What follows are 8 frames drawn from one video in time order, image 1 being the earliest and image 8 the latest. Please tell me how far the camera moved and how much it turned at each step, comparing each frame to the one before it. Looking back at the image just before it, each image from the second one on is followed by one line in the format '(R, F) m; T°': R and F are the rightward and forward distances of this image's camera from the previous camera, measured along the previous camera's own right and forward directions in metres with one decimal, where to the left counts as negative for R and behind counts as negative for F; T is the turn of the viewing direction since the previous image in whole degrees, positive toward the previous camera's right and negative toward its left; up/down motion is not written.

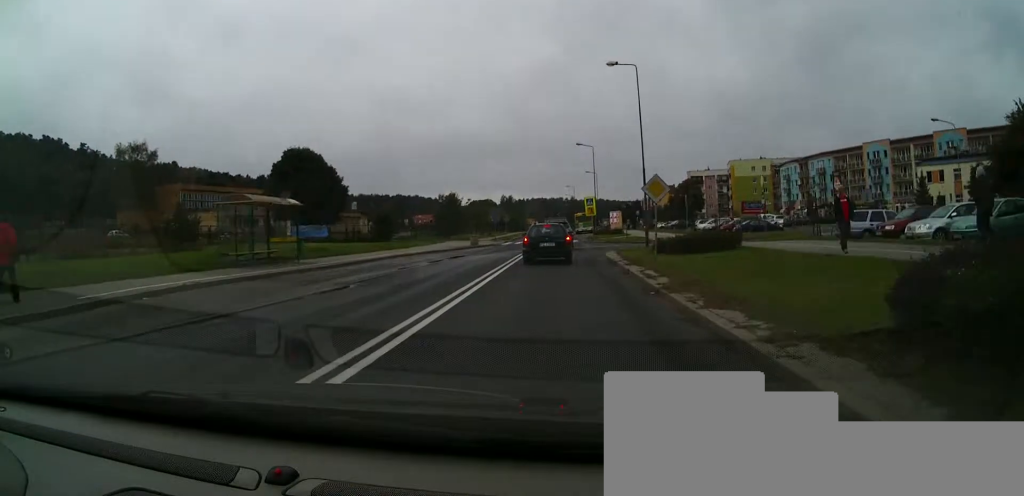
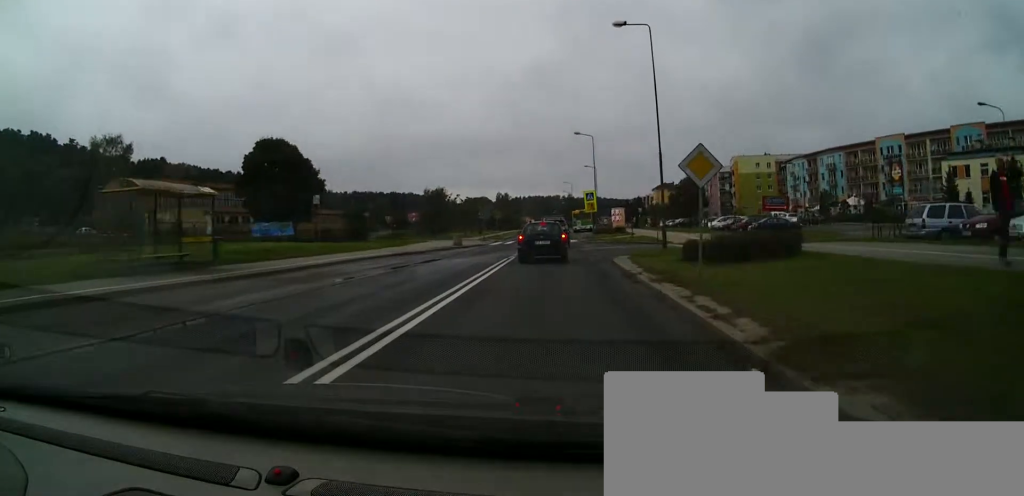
(+0.7, +6.2) m; +2°
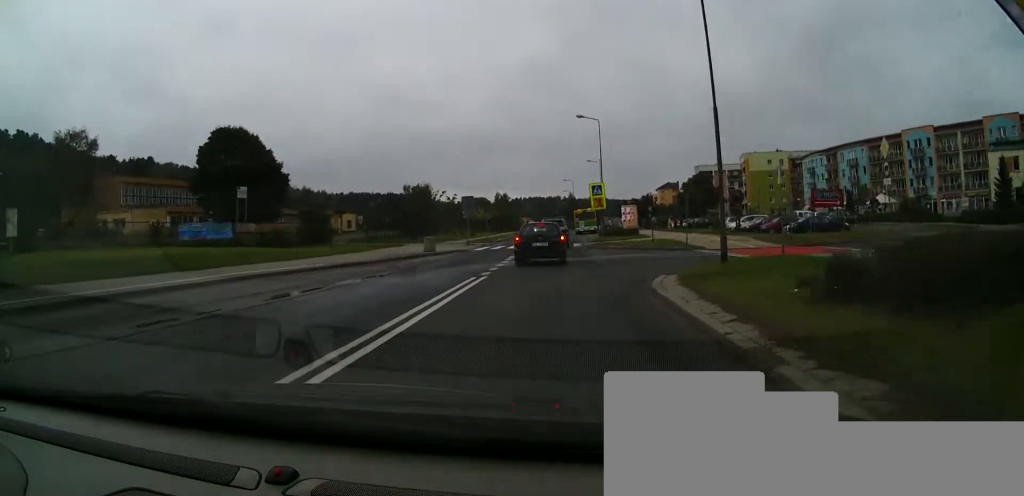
(0.0, +9.7) m; -1°
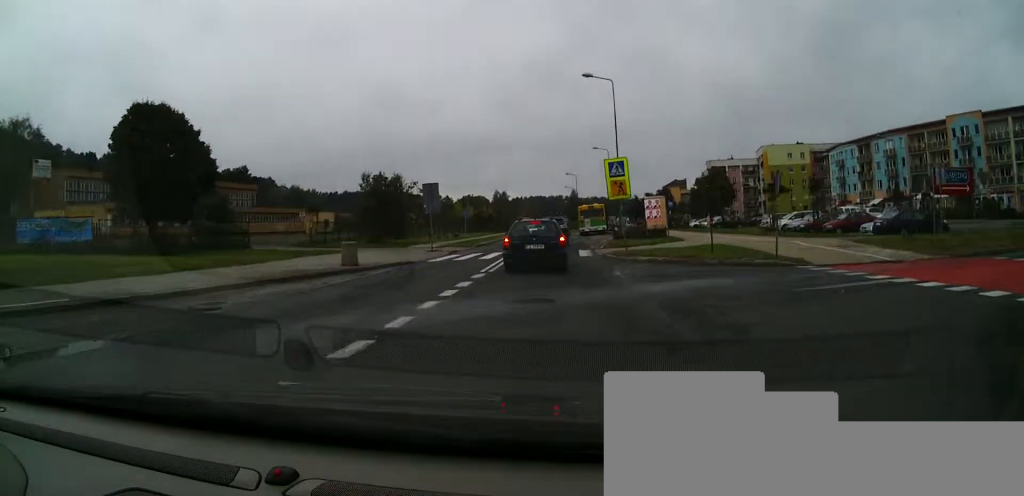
(-0.2, +13.1) m; +2°
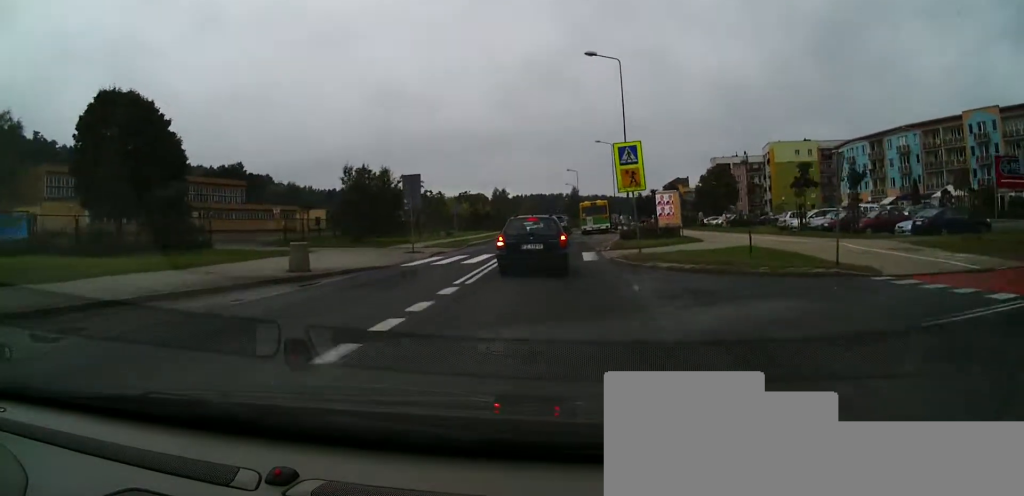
(+0.1, +4.1) m; 0°
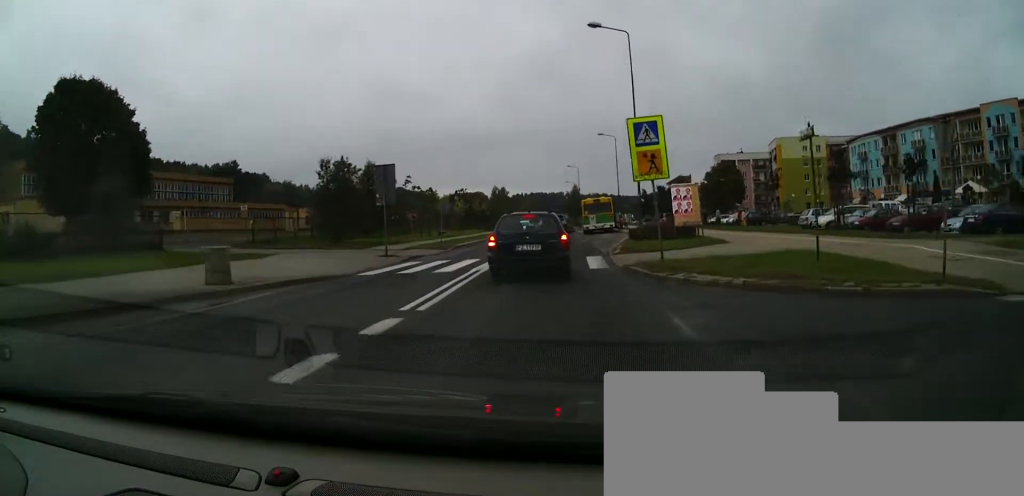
(+0.3, +4.6) m; -1°
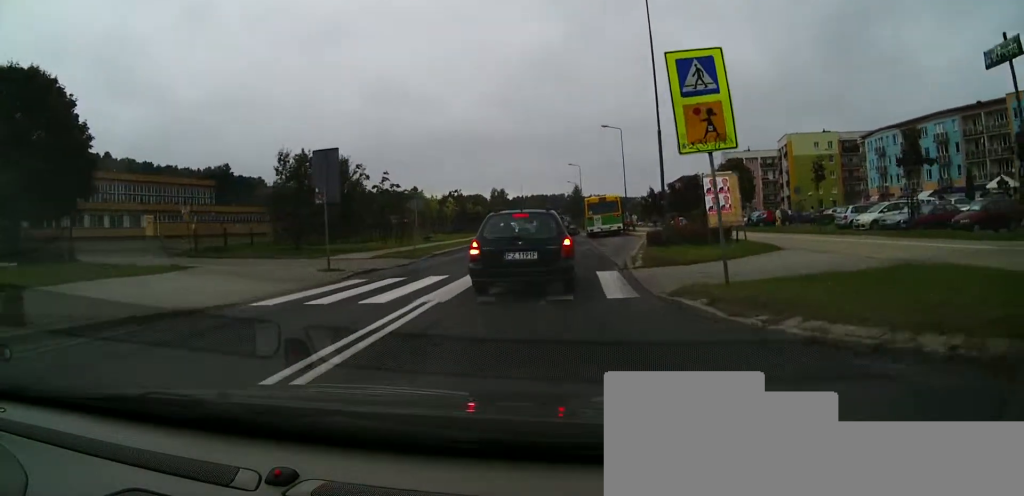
(-0.4, +6.6) m; 0°
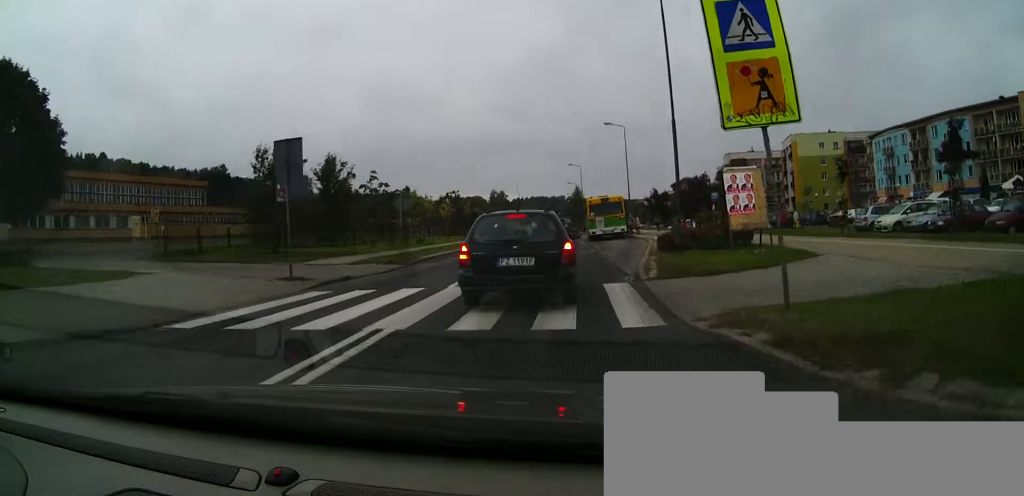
(-0.1, +2.9) m; +2°
